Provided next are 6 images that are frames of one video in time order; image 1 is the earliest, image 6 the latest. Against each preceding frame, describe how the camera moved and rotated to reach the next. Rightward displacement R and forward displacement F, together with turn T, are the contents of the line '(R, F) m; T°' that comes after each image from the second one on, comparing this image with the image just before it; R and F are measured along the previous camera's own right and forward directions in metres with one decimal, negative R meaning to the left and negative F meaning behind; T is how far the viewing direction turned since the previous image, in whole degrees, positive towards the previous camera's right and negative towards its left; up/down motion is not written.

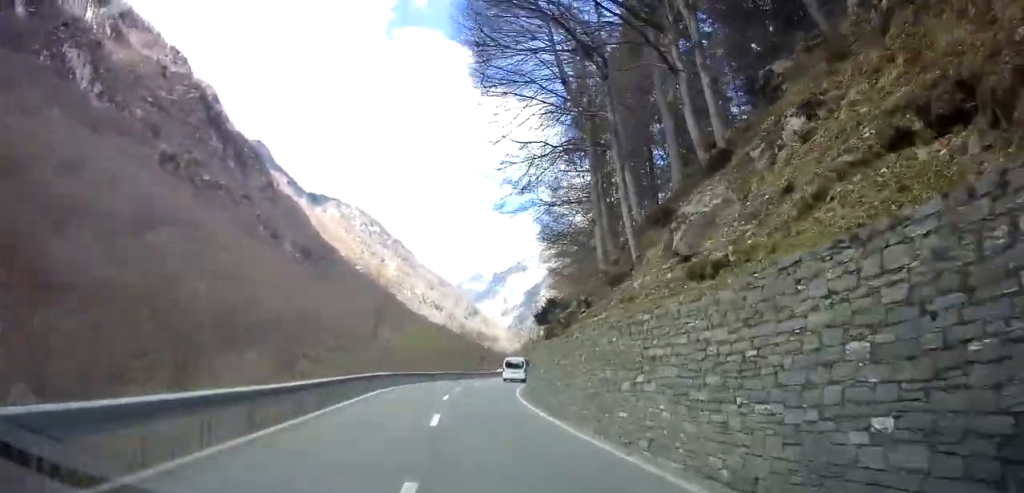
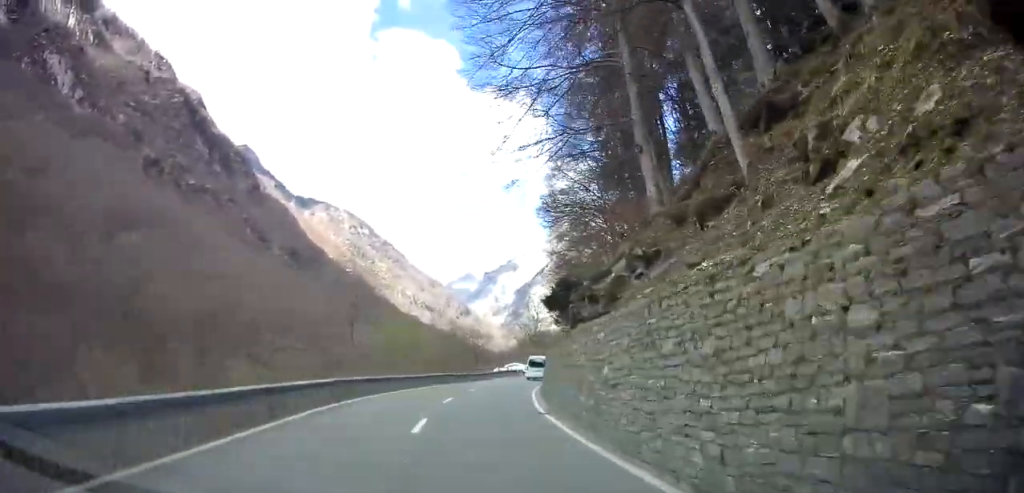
(+0.2, +9.9) m; +2°
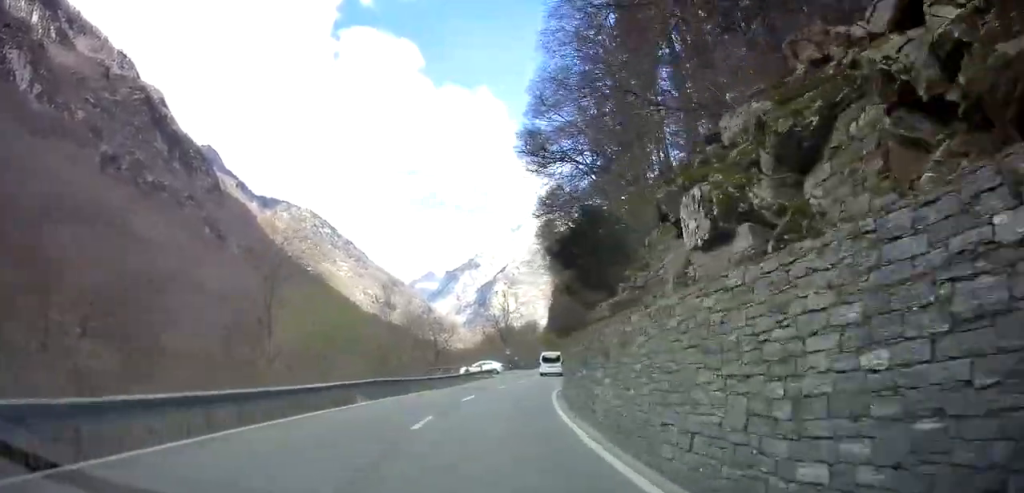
(+0.3, +16.7) m; +2°
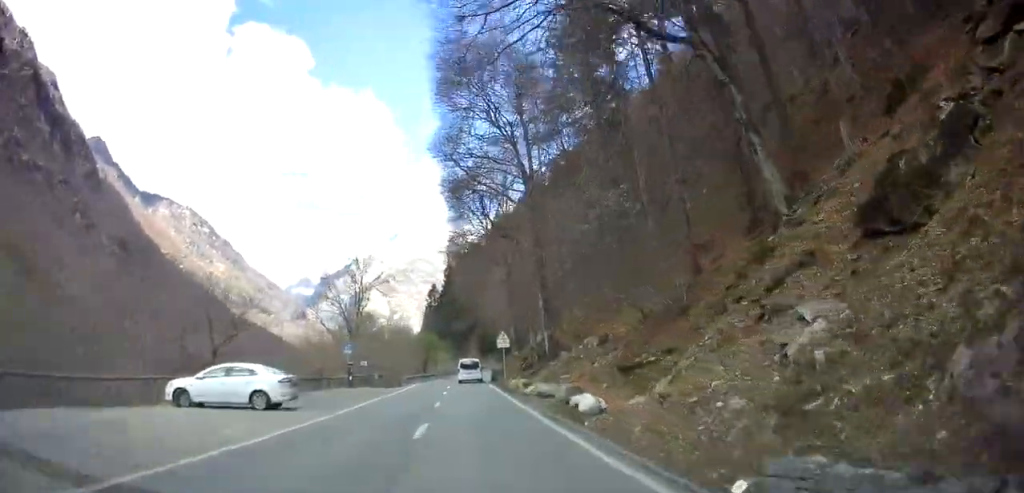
(+4.7, +43.1) m; +10°
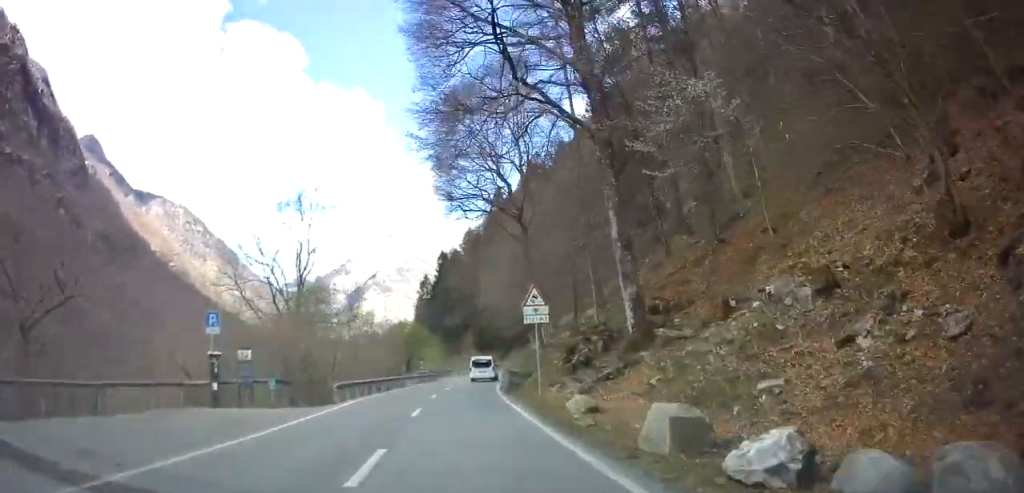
(-0.2, +21.5) m; -2°
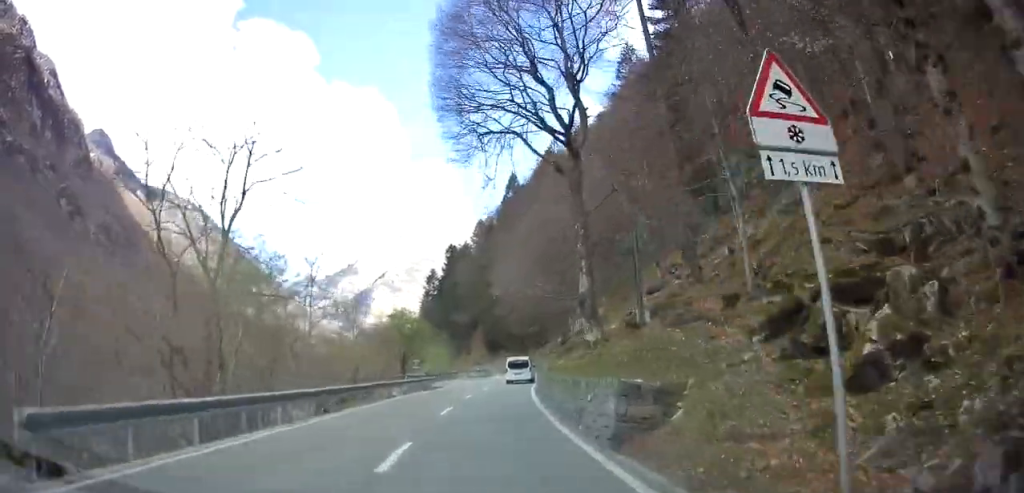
(-0.4, +16.1) m; +1°
